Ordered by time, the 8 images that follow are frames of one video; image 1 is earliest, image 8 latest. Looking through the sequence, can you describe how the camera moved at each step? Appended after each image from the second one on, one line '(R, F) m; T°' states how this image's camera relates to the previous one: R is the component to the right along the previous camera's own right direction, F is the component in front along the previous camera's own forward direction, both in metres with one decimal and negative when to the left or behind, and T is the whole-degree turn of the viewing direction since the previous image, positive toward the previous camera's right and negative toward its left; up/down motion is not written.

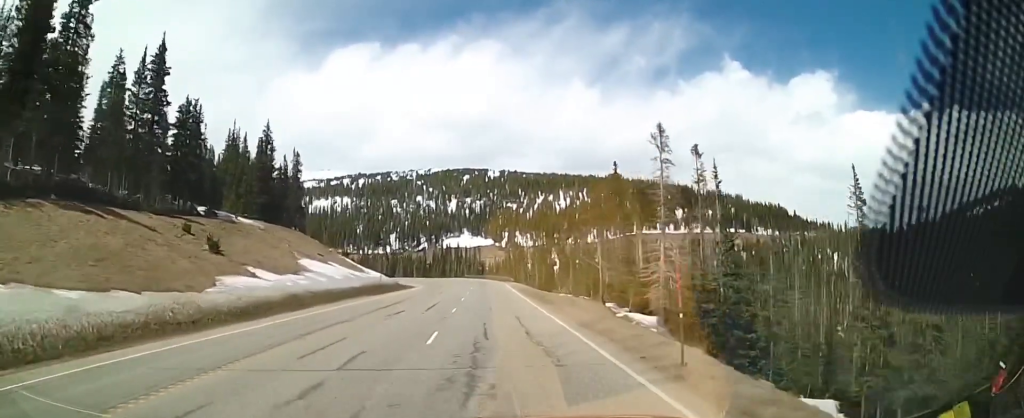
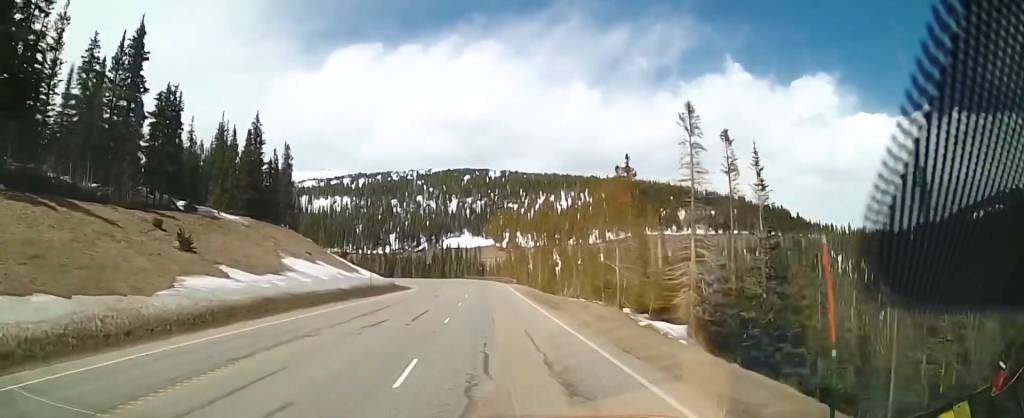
(-0.2, +5.6) m; 0°
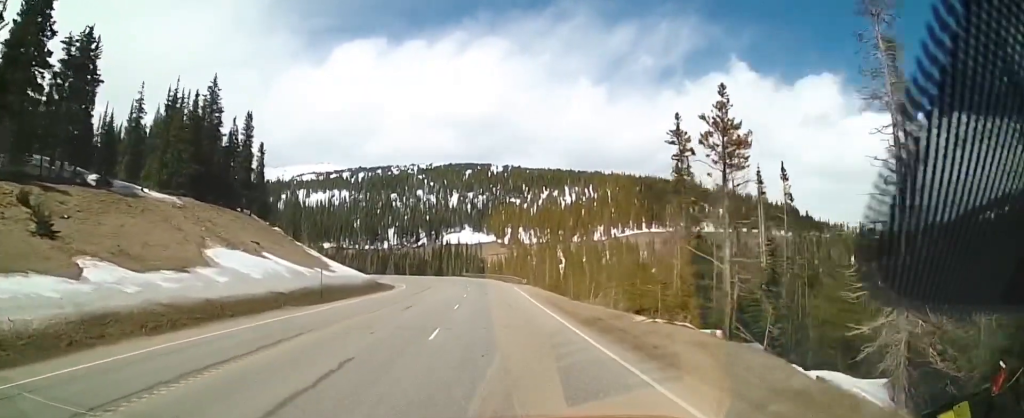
(+0.2, +17.8) m; 0°
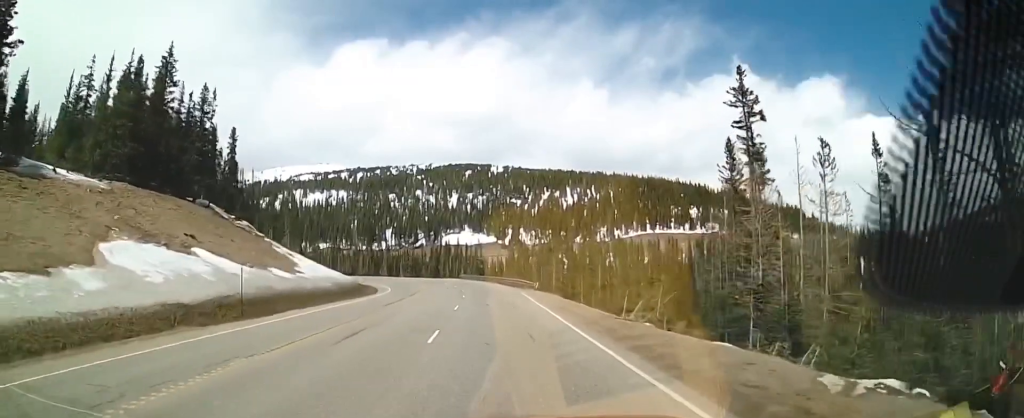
(-0.4, +13.4) m; 0°
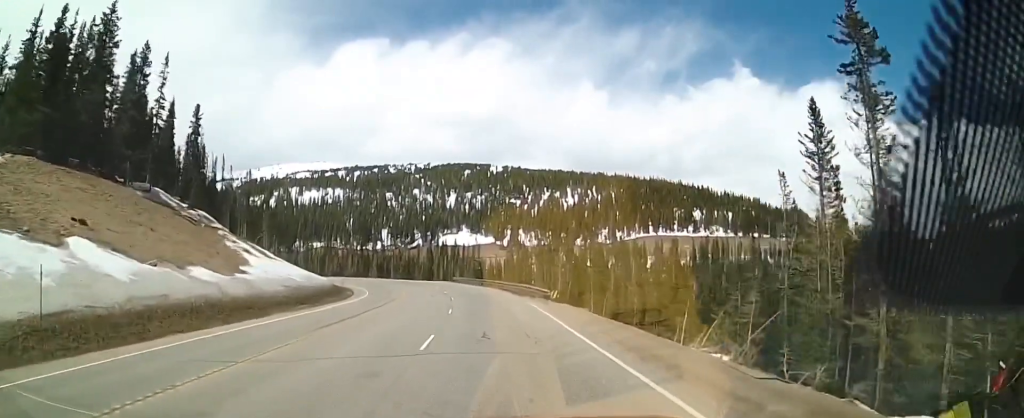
(+0.4, +13.4) m; +2°
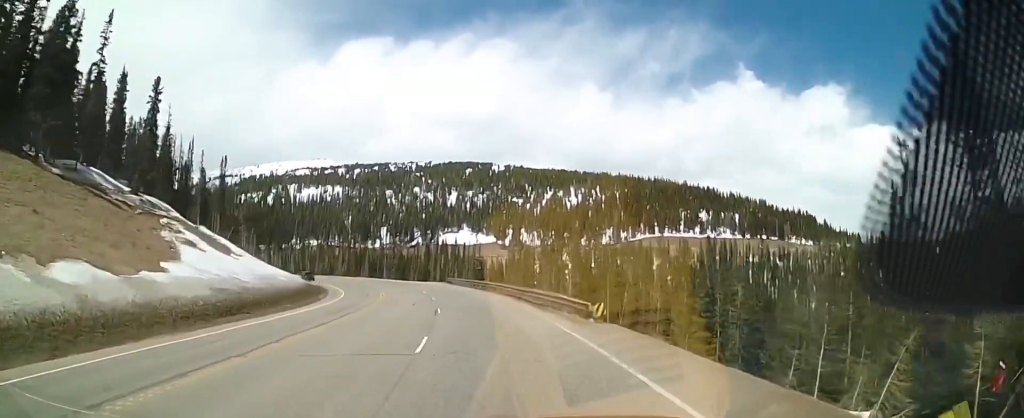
(0.0, +12.5) m; 0°
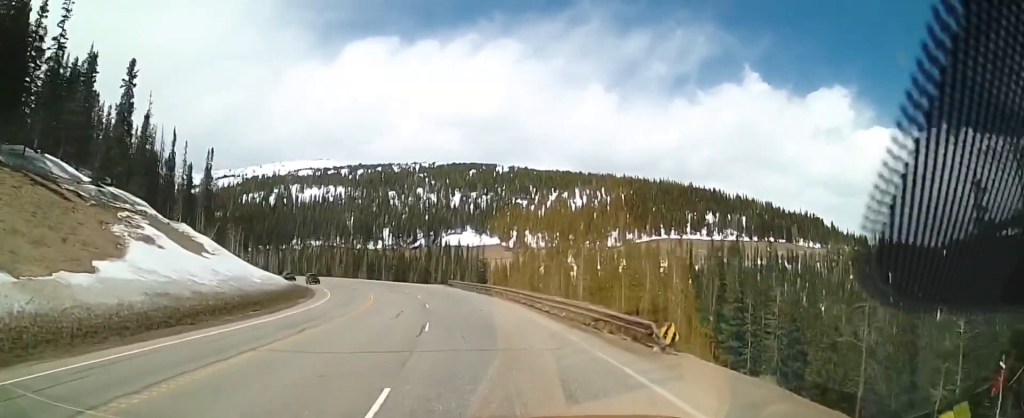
(0.0, +7.3) m; 0°
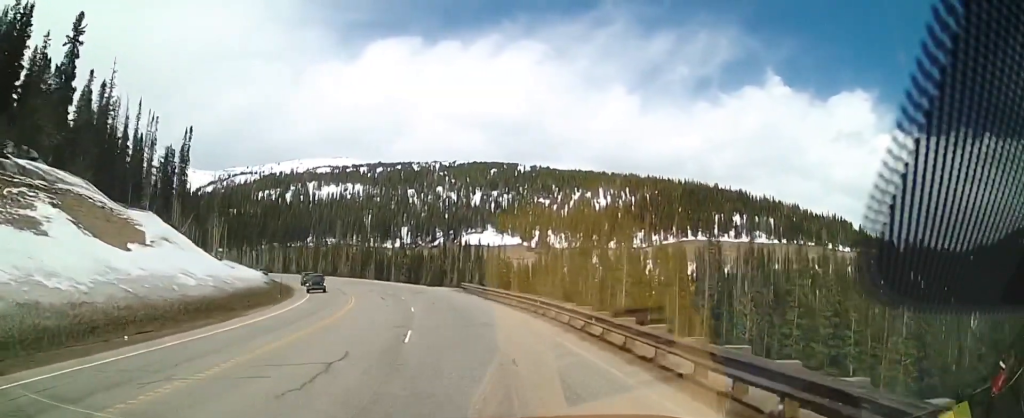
(-0.2, +15.1) m; -4°
